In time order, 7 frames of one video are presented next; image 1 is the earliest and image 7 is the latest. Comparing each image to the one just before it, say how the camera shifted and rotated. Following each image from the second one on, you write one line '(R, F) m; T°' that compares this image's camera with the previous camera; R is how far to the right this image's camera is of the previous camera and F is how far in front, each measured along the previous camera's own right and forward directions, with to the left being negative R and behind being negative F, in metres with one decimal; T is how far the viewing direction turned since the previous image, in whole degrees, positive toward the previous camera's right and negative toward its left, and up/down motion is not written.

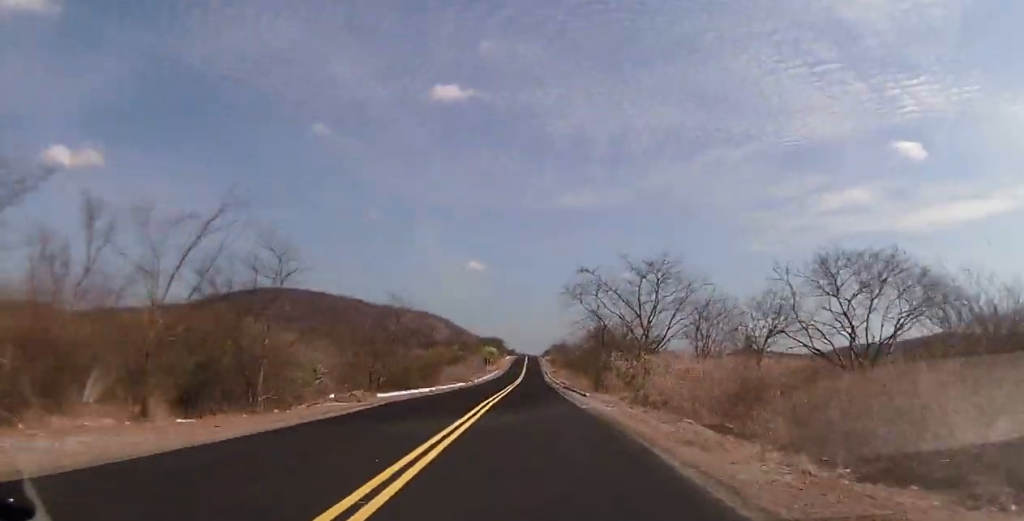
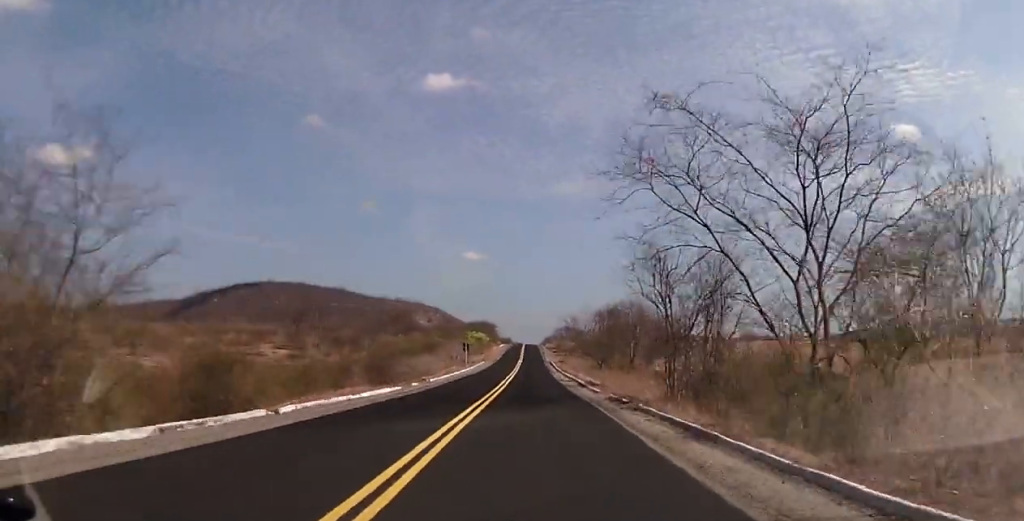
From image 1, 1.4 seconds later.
(+0.5, +34.0) m; +1°
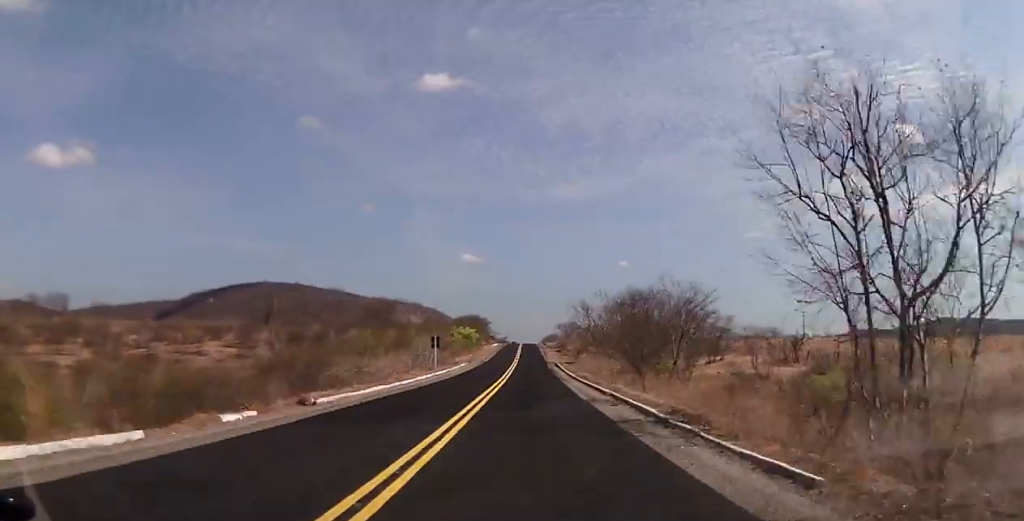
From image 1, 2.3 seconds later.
(-0.2, +22.8) m; 0°
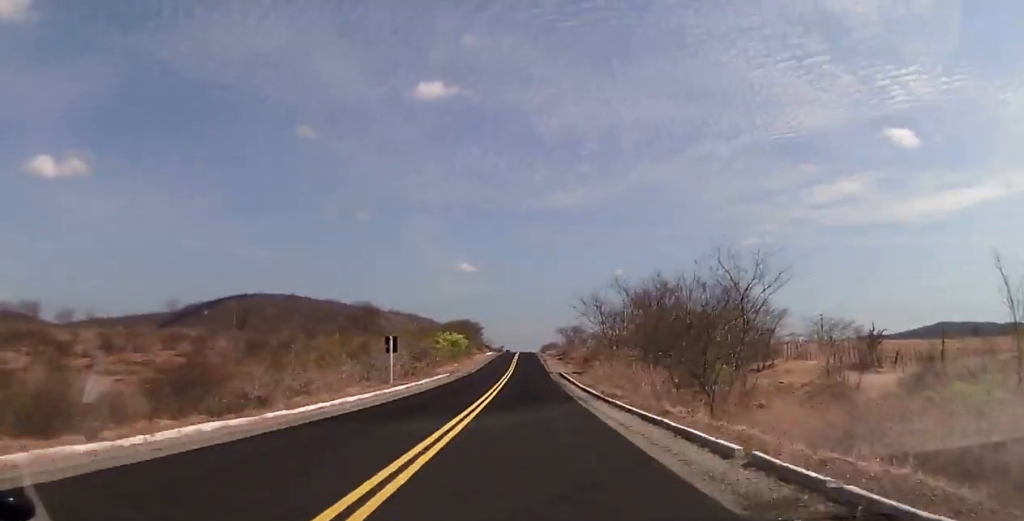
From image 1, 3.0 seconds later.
(+0.1, +15.6) m; 0°
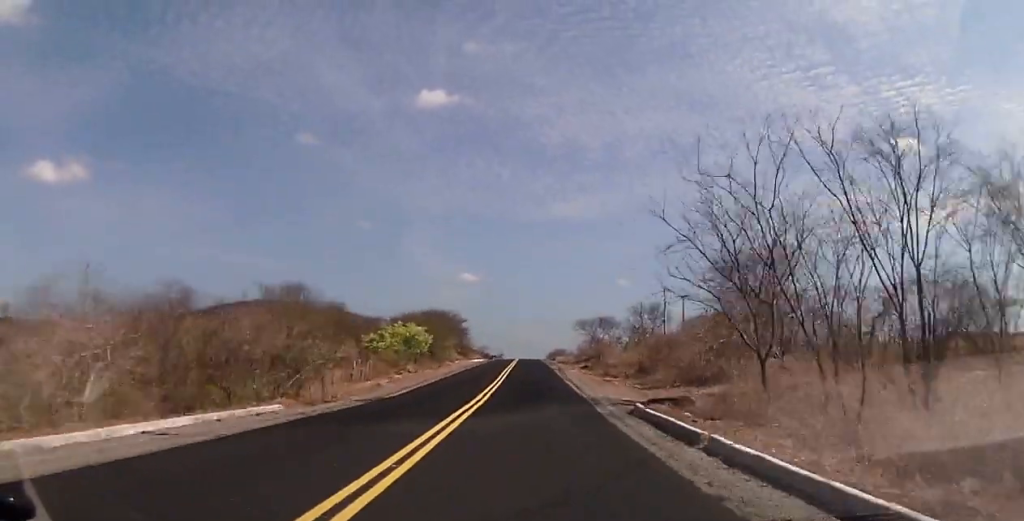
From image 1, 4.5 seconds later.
(-0.2, +38.0) m; 0°
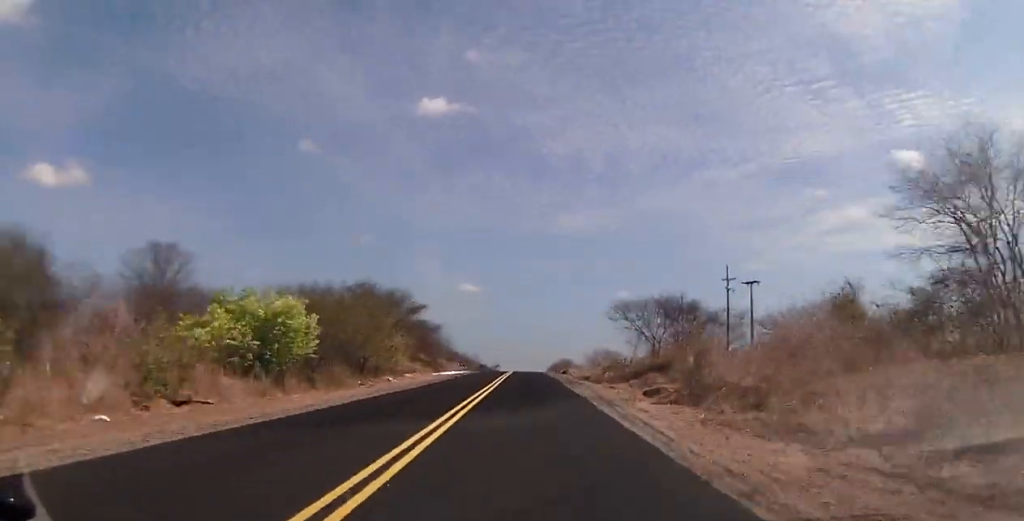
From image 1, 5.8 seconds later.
(0.0, +32.5) m; 0°
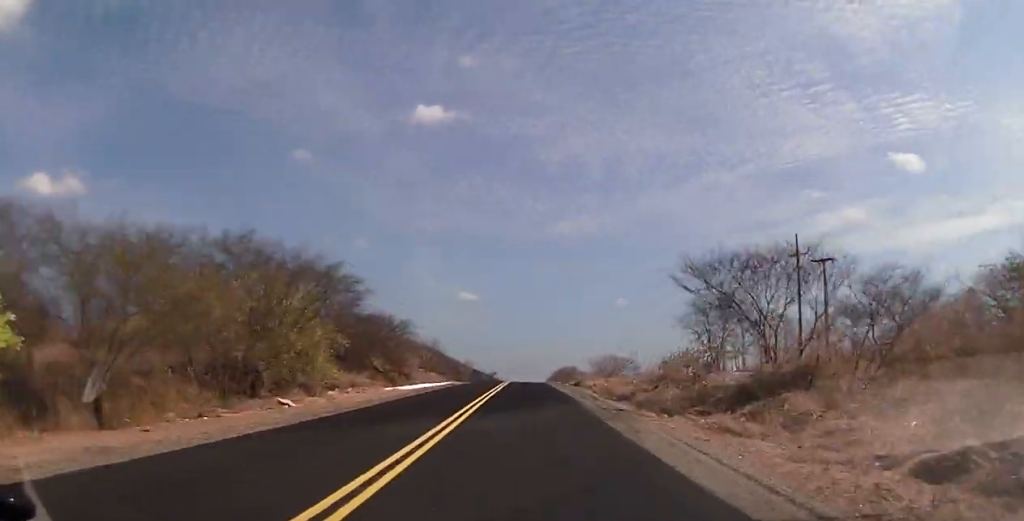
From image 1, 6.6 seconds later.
(0.0, +19.2) m; 0°
